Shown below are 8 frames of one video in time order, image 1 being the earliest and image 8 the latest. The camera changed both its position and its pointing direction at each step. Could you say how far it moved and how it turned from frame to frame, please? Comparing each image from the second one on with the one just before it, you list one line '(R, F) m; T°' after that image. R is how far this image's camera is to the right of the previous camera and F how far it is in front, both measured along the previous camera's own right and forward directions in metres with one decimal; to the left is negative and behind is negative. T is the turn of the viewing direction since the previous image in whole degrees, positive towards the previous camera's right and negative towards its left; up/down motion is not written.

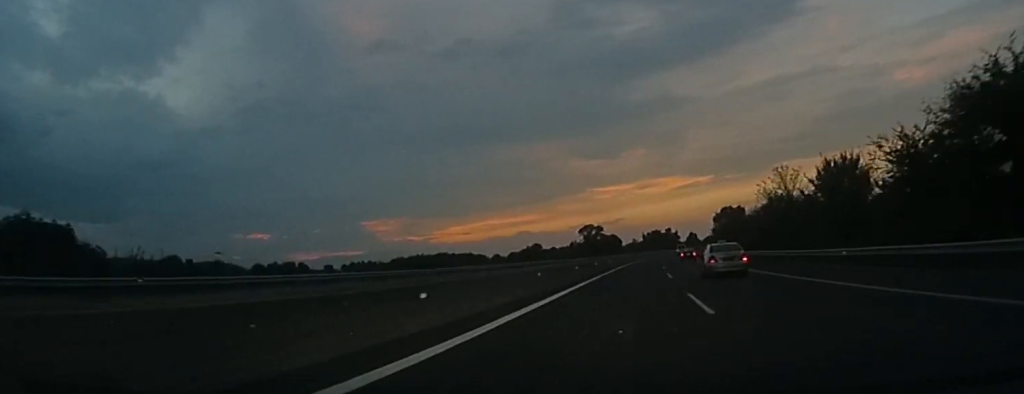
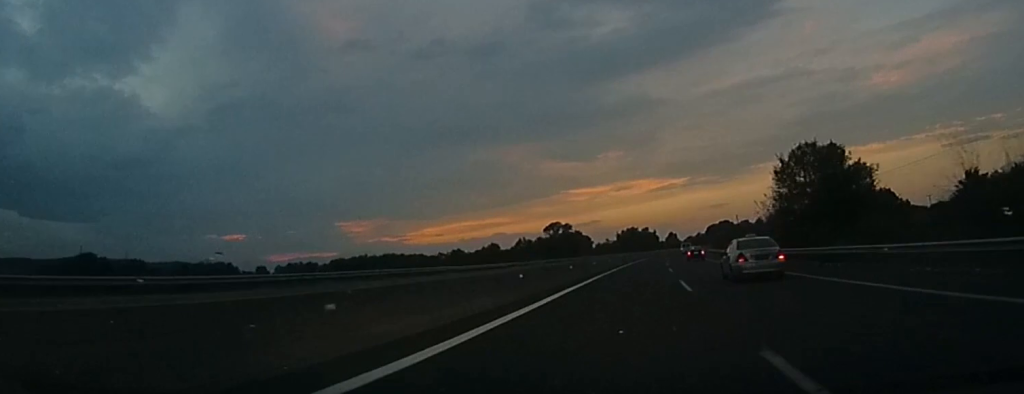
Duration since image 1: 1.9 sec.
(+2.3, +64.7) m; +3°
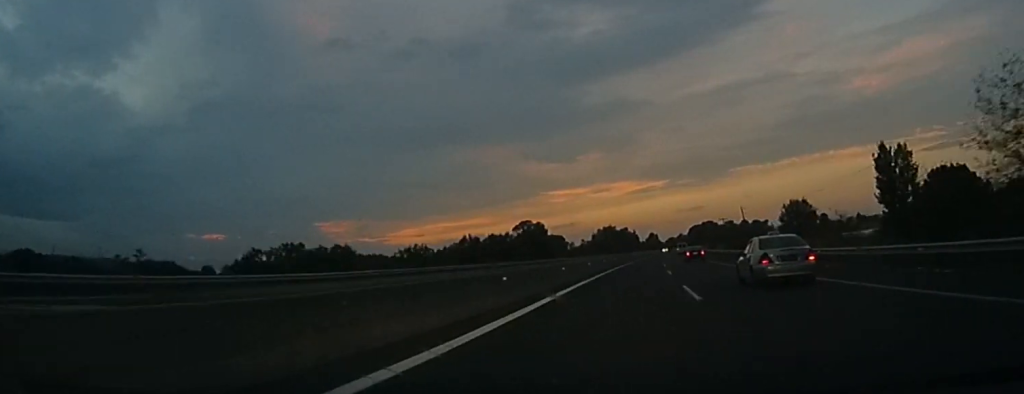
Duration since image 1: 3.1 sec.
(+0.8, +39.4) m; +1°
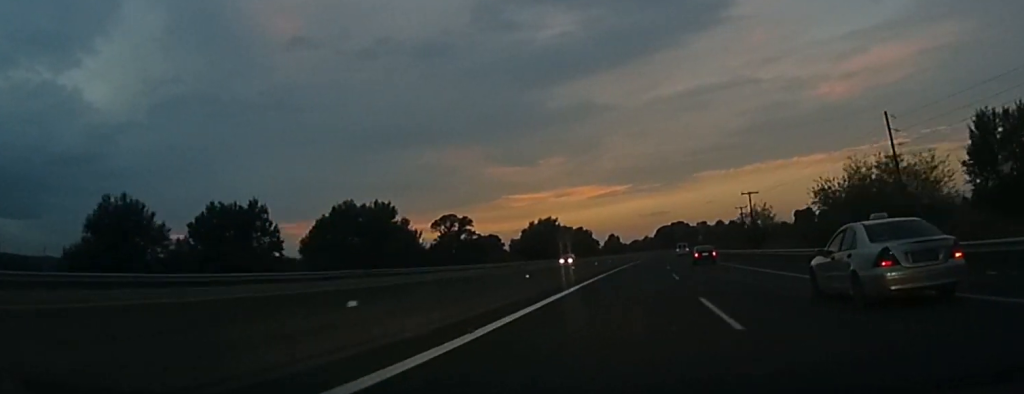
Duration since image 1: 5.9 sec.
(+1.4, +95.5) m; +3°
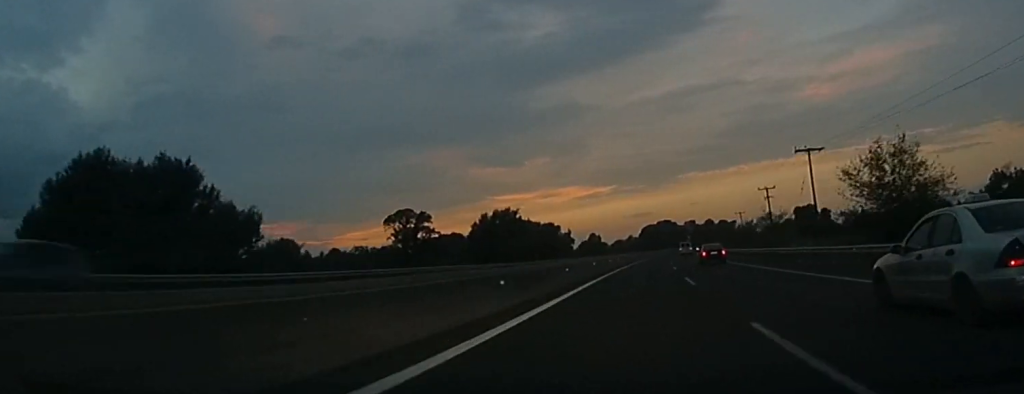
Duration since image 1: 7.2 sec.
(+1.5, +42.0) m; +3°
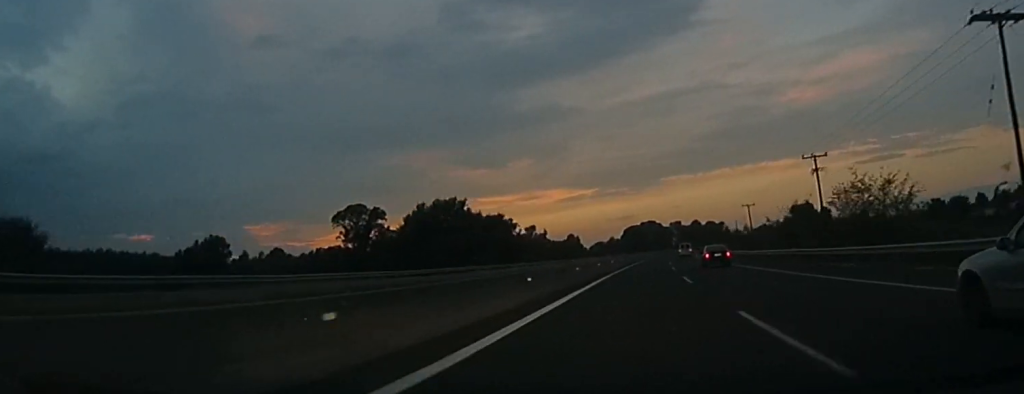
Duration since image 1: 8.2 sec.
(+0.6, +33.6) m; +2°
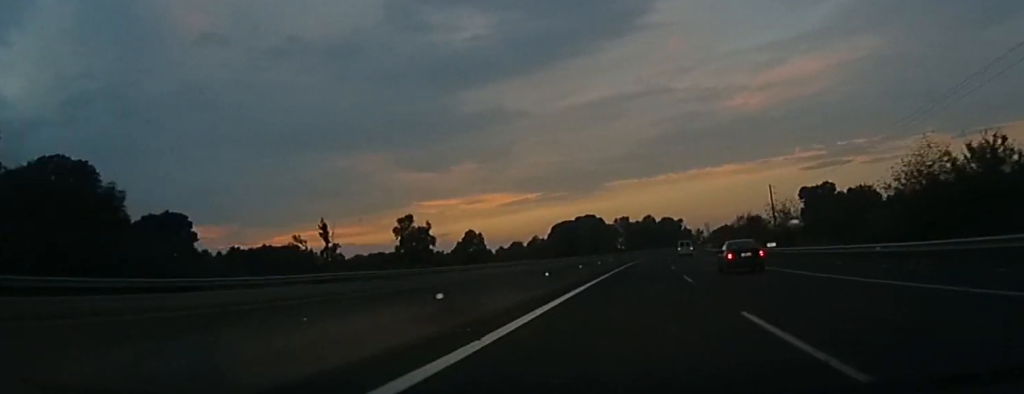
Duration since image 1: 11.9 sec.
(+3.1, +125.7) m; +2°
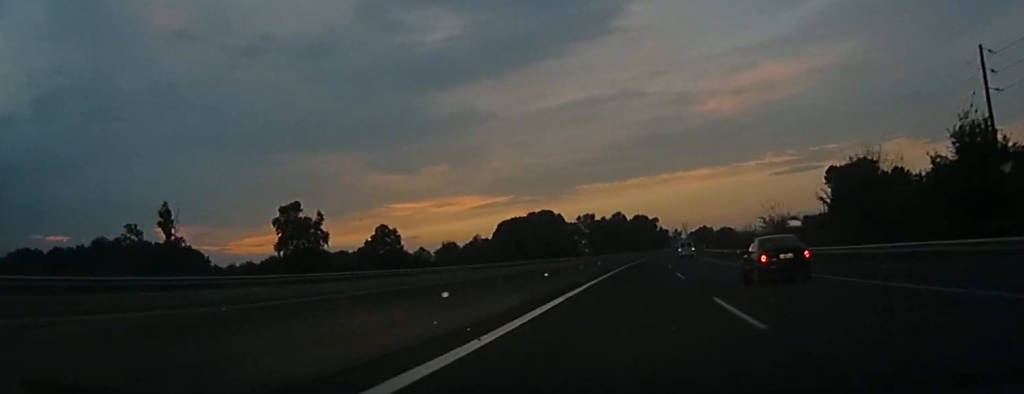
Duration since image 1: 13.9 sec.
(+0.5, +67.1) m; +4°
